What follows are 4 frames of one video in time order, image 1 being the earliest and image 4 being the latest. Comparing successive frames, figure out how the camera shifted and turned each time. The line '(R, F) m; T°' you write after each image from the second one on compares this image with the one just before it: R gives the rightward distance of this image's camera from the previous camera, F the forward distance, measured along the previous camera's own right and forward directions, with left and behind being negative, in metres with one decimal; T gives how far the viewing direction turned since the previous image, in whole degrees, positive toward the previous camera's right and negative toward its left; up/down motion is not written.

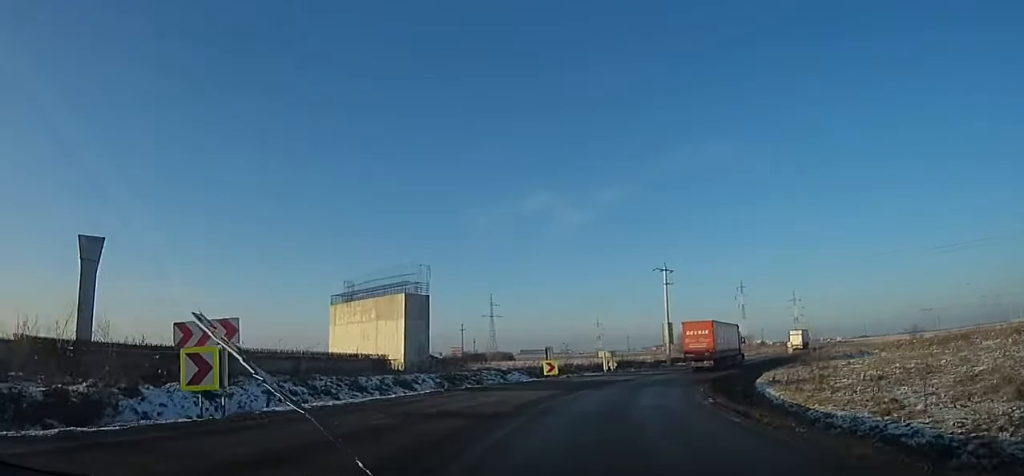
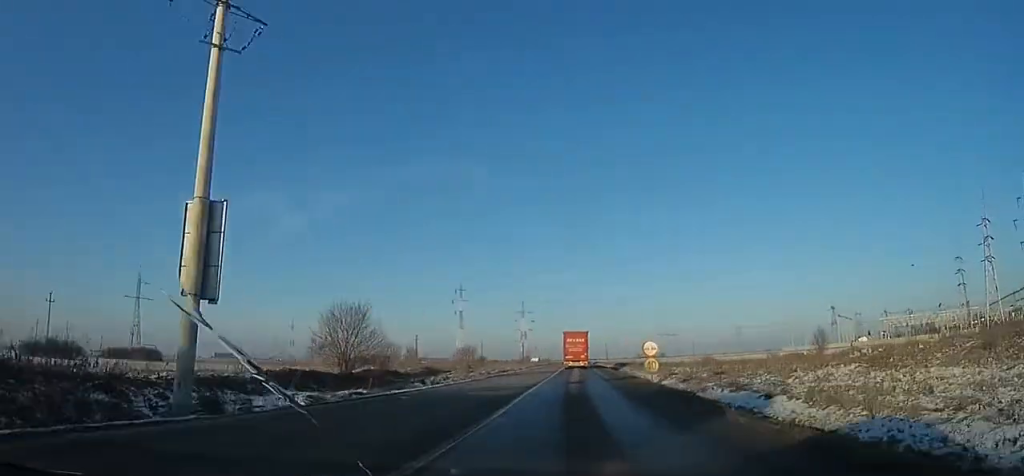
(+15.5, +48.3) m; +30°
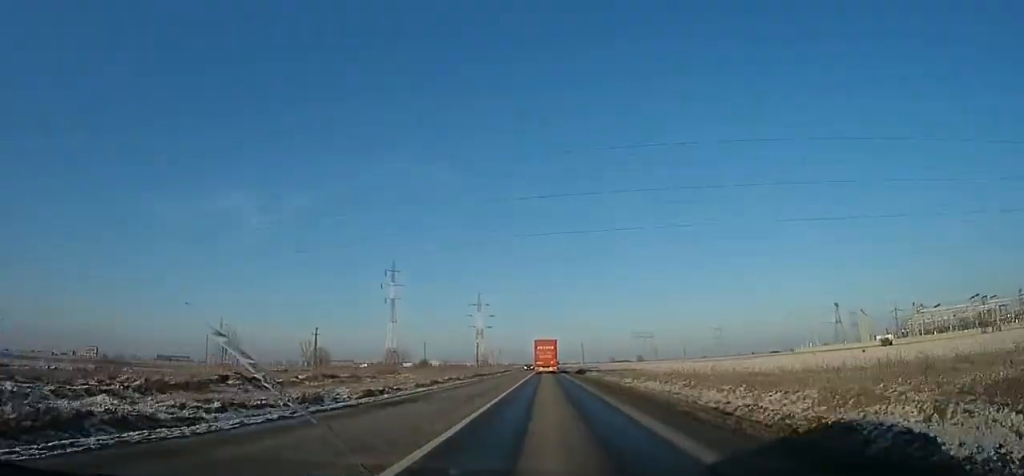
(+3.1, +49.3) m; +4°
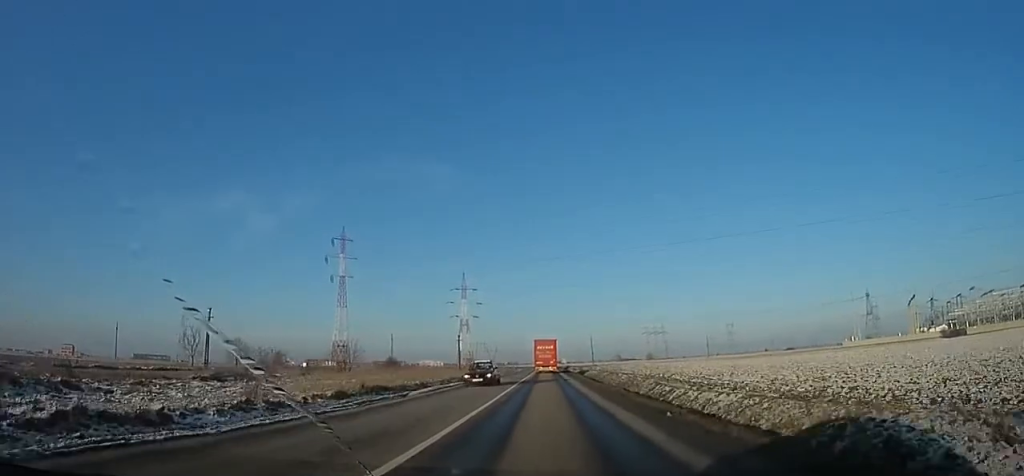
(-0.1, +35.6) m; +1°
